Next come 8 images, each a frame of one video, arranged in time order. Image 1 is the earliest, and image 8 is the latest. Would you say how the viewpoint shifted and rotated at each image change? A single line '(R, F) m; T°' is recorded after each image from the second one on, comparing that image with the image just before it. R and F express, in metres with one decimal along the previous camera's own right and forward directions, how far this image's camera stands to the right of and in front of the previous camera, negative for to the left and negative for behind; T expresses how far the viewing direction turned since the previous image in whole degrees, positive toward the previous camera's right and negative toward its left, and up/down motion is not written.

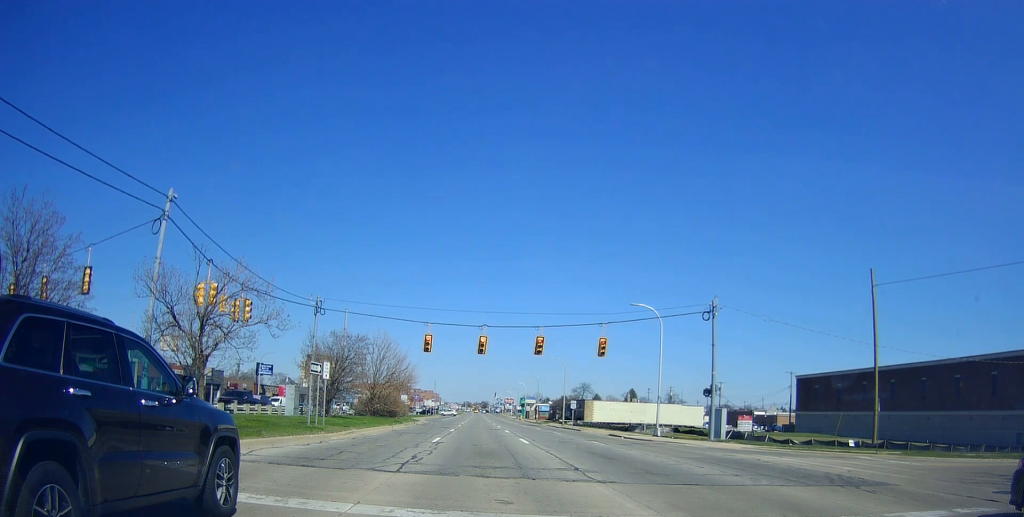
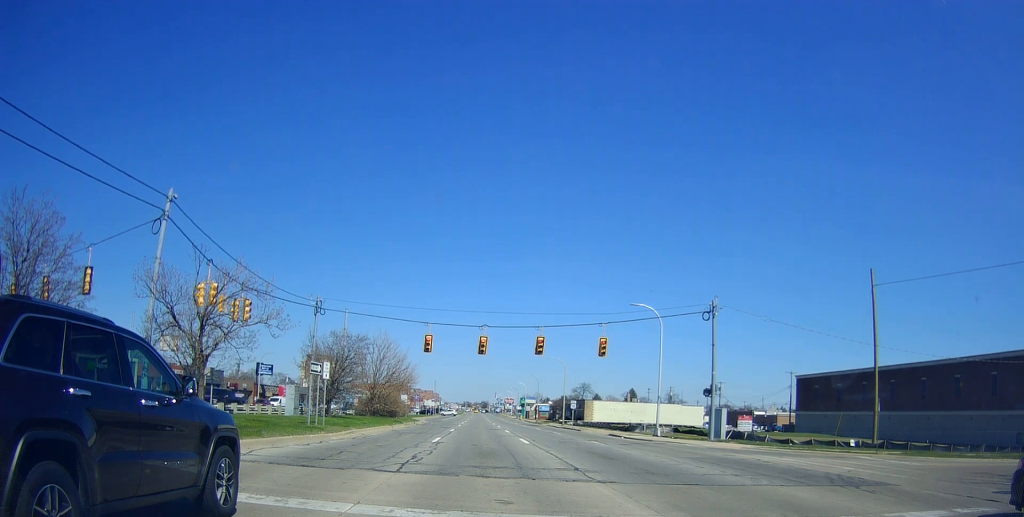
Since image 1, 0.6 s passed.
(0.0, 0.0) m; 0°
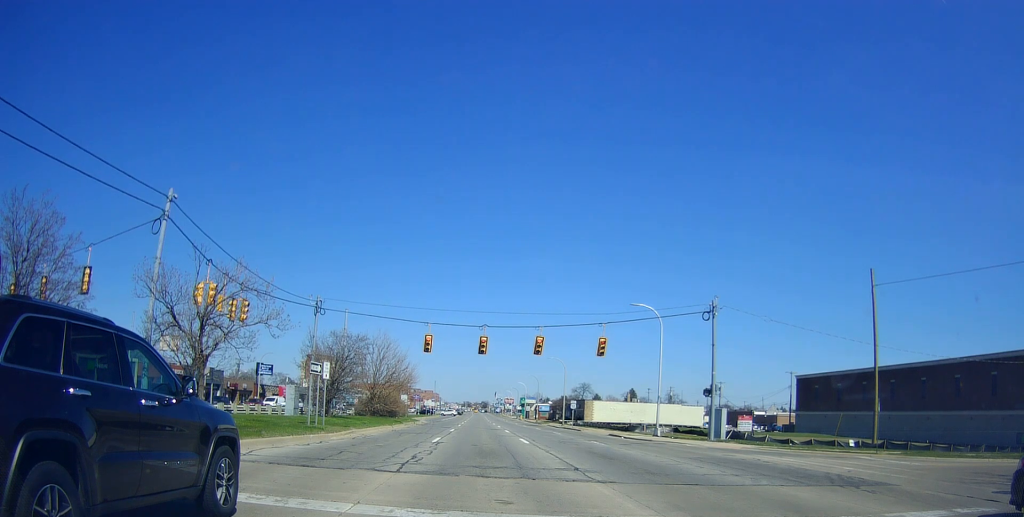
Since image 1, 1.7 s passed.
(0.0, +0.3) m; 0°
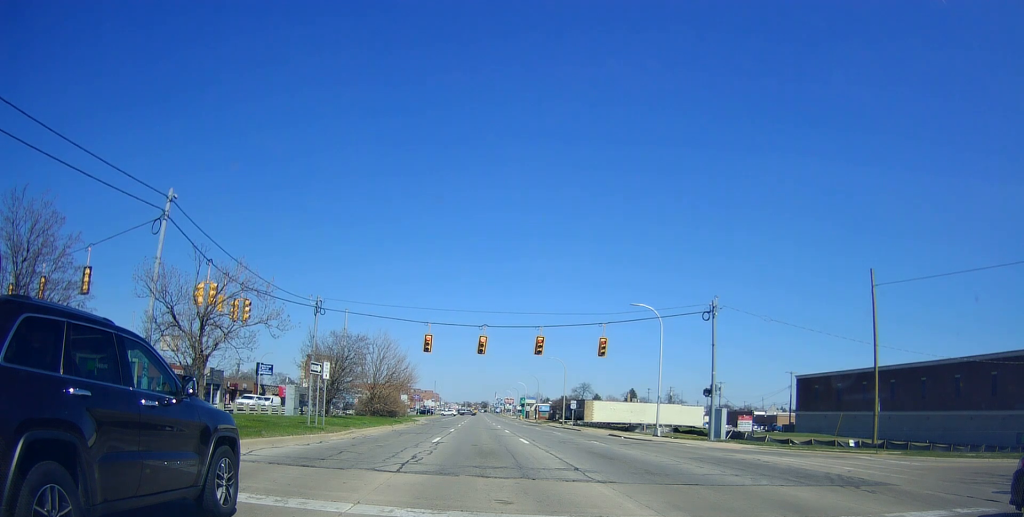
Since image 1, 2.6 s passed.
(0.0, +0.2) m; 0°
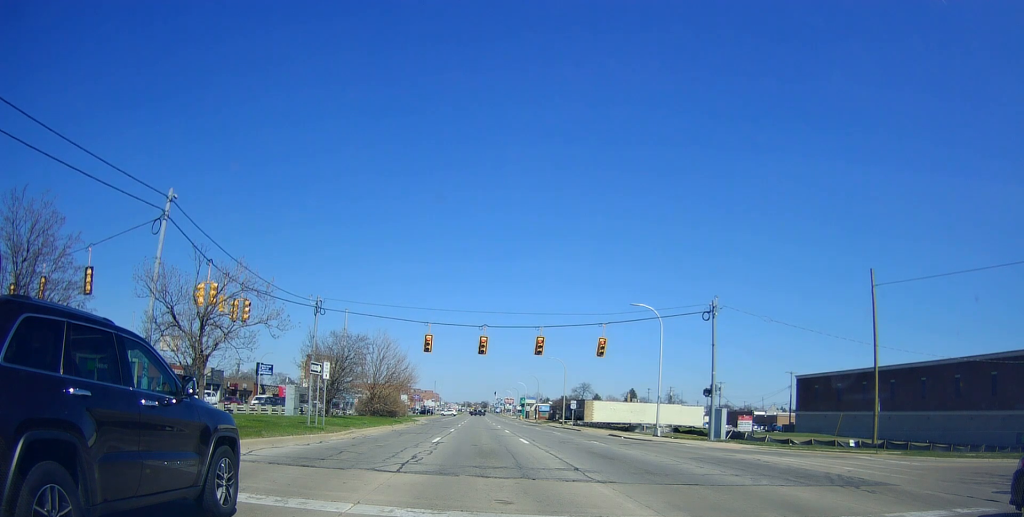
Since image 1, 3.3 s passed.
(0.0, +0.2) m; 0°
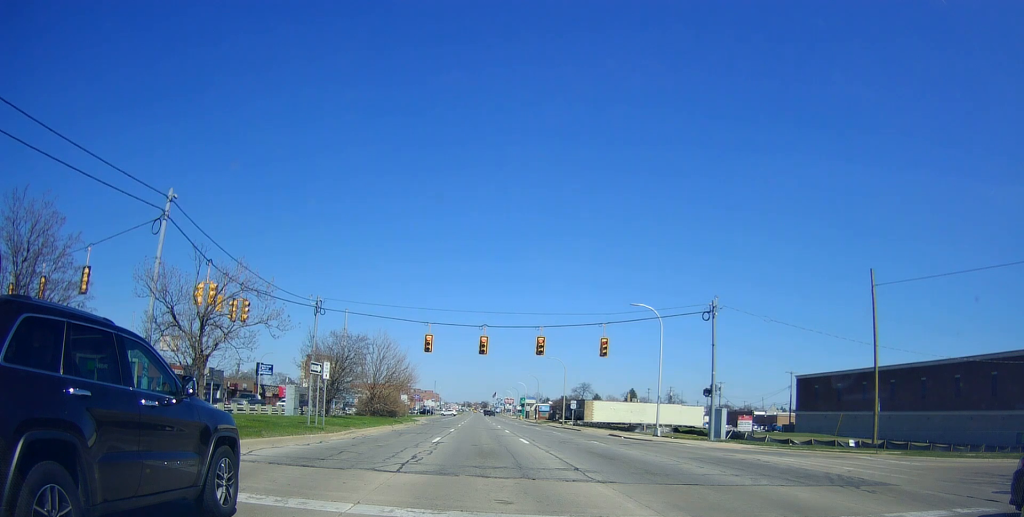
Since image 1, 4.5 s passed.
(0.0, +0.3) m; 0°
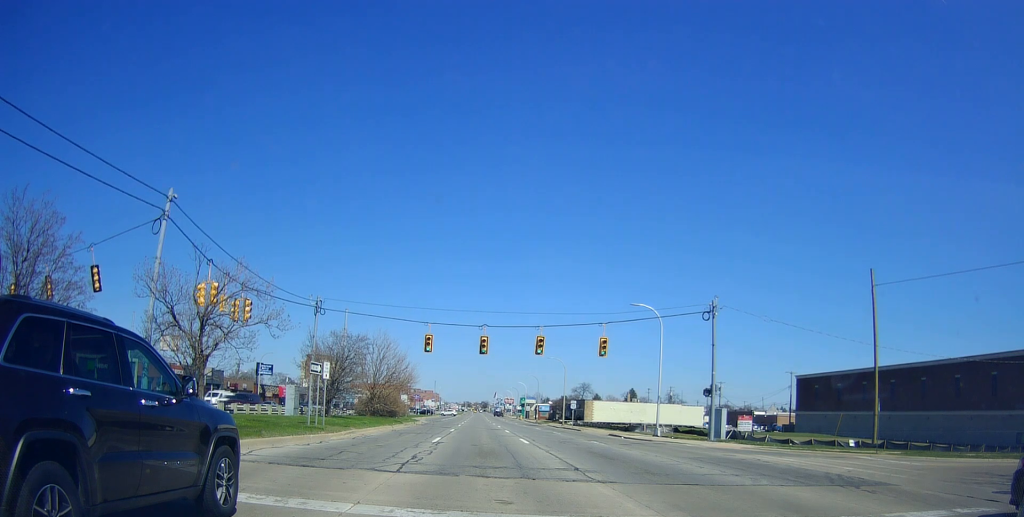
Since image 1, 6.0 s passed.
(0.0, +0.4) m; 0°
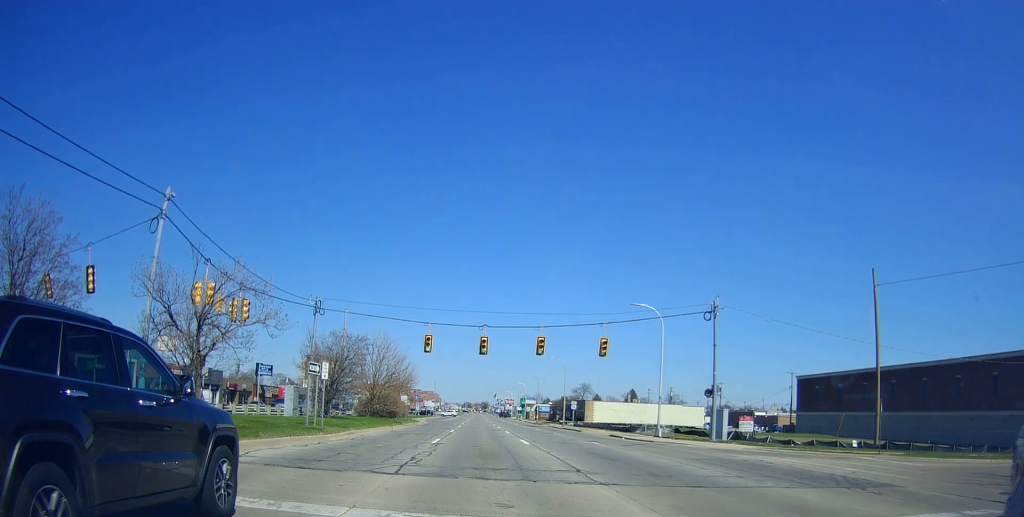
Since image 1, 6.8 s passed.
(0.0, +0.2) m; 0°
